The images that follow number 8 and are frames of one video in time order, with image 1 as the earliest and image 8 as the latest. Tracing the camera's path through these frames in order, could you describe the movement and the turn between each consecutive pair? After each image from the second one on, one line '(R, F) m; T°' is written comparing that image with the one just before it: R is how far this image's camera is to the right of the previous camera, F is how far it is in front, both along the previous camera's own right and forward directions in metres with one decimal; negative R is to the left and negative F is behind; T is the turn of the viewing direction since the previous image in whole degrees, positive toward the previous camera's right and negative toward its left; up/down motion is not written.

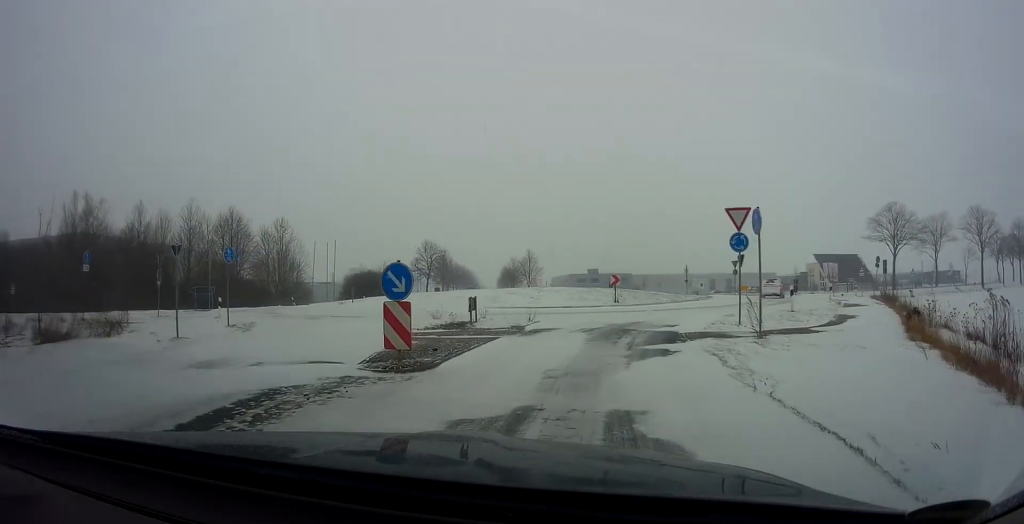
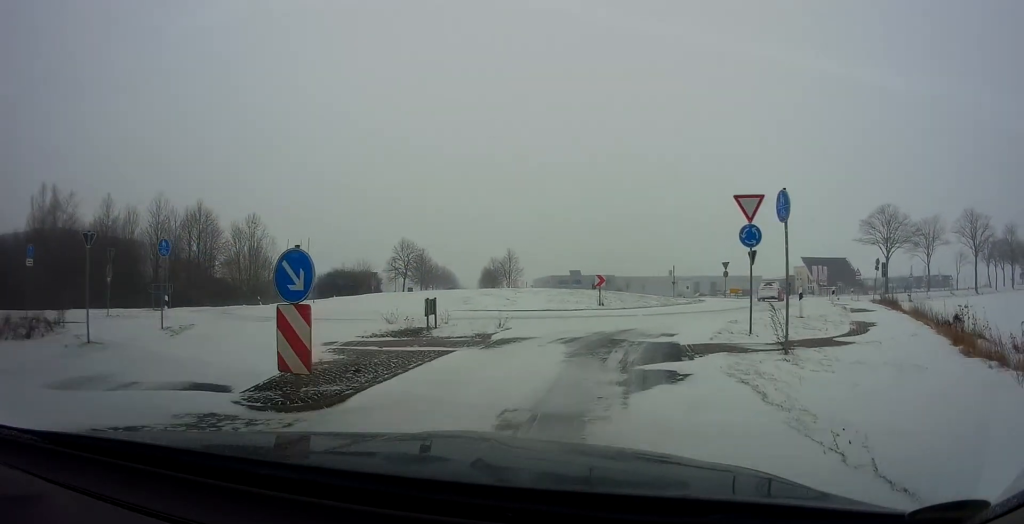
(+0.2, +2.9) m; +3°
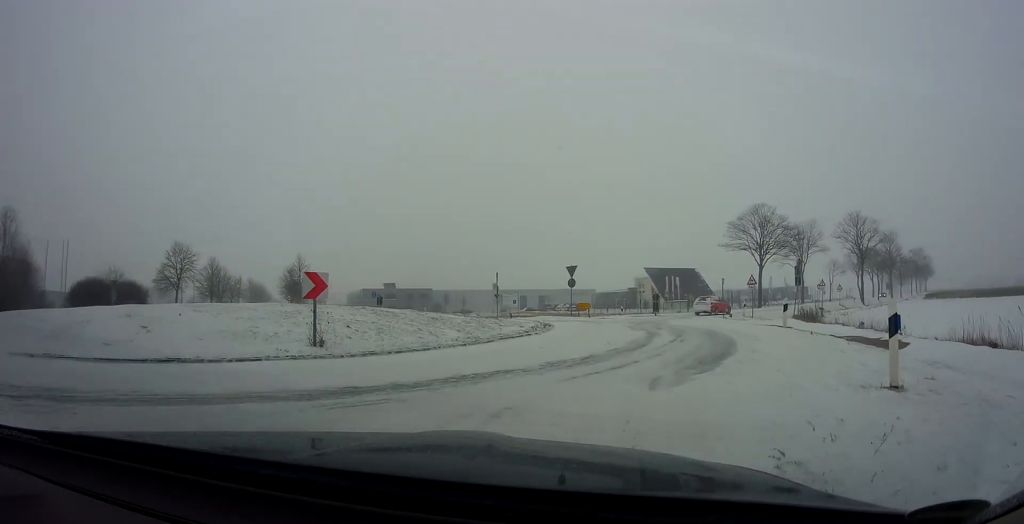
(+2.6, +14.4) m; +17°
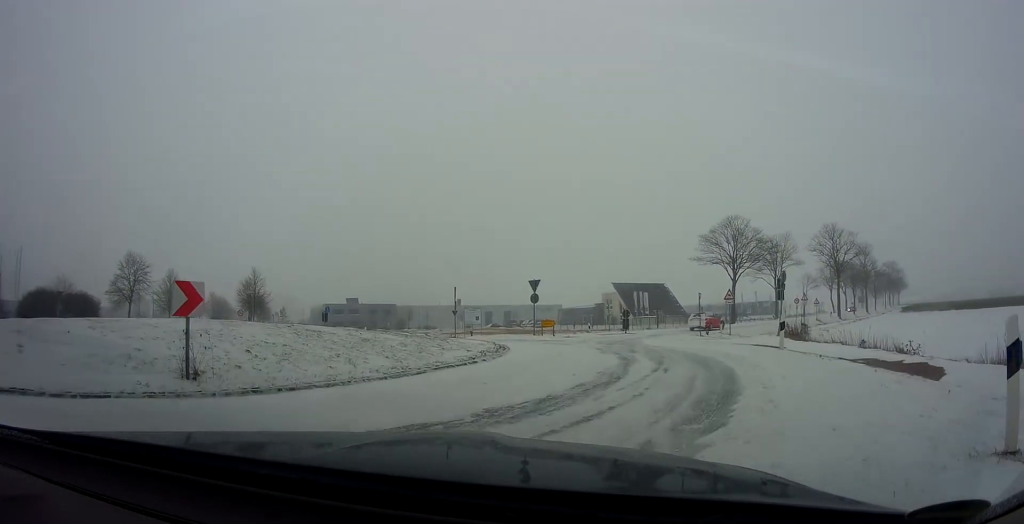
(-0.2, +2.9) m; +1°
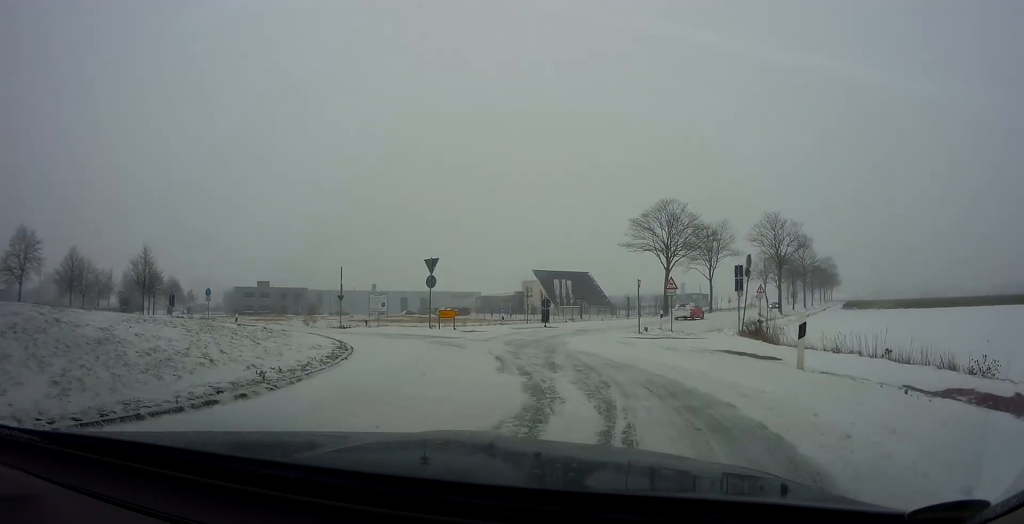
(+0.9, +6.7) m; +10°
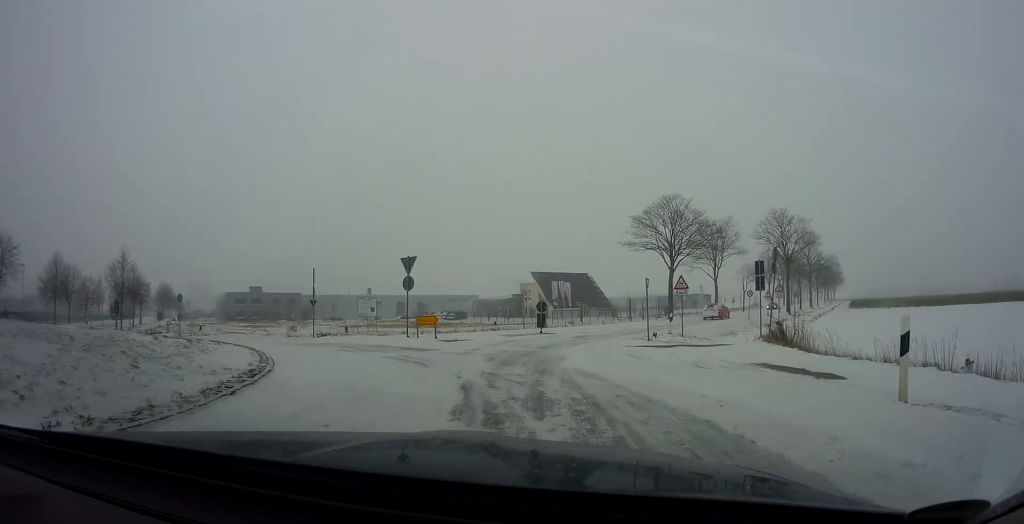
(+0.2, +3.3) m; -2°
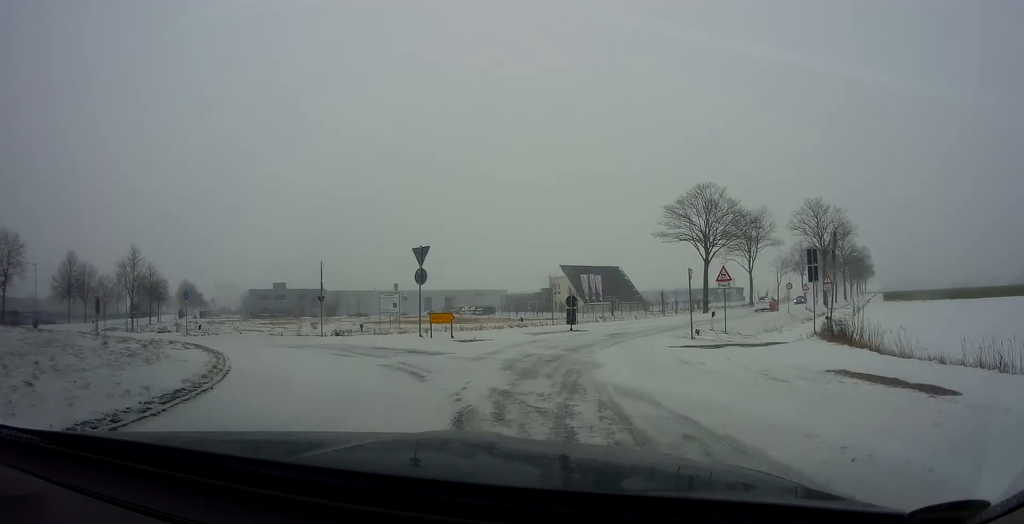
(-0.2, +2.5) m; -8°
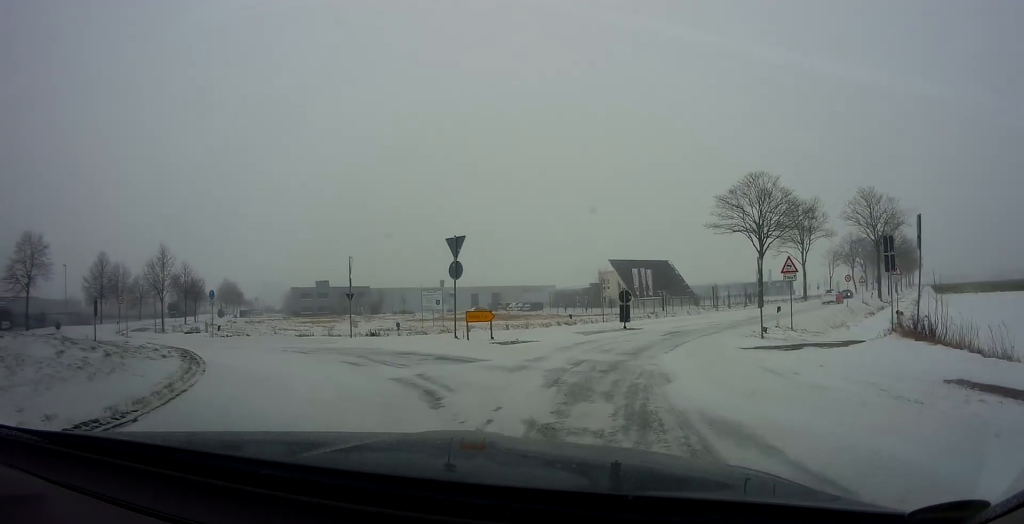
(-0.1, +2.4) m; -8°
